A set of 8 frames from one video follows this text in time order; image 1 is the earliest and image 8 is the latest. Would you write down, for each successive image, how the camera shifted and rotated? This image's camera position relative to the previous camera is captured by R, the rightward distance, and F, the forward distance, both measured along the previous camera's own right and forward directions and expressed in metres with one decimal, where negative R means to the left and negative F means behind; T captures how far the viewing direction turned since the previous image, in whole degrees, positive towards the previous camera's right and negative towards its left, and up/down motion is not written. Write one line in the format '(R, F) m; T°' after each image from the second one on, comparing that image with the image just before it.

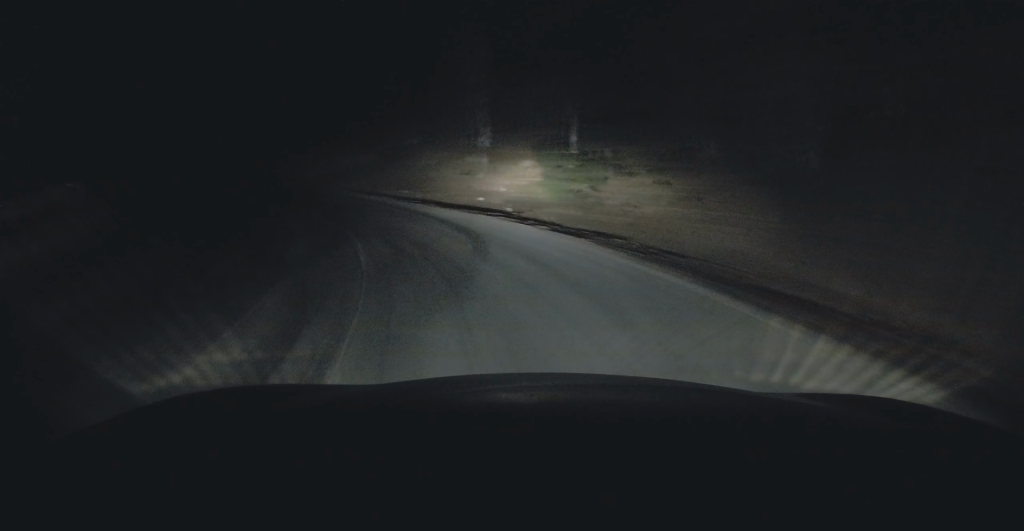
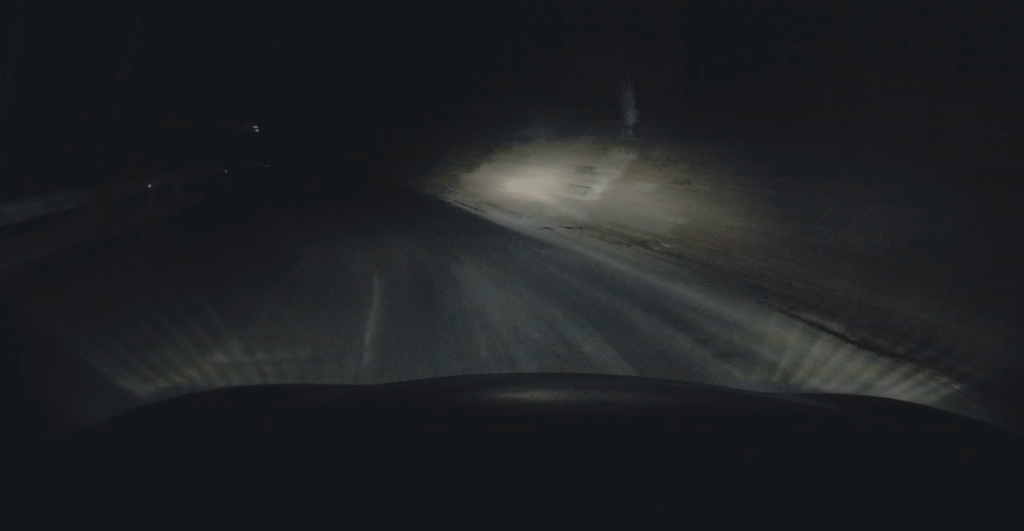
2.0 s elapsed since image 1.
(-3.7, +11.0) m; -27°
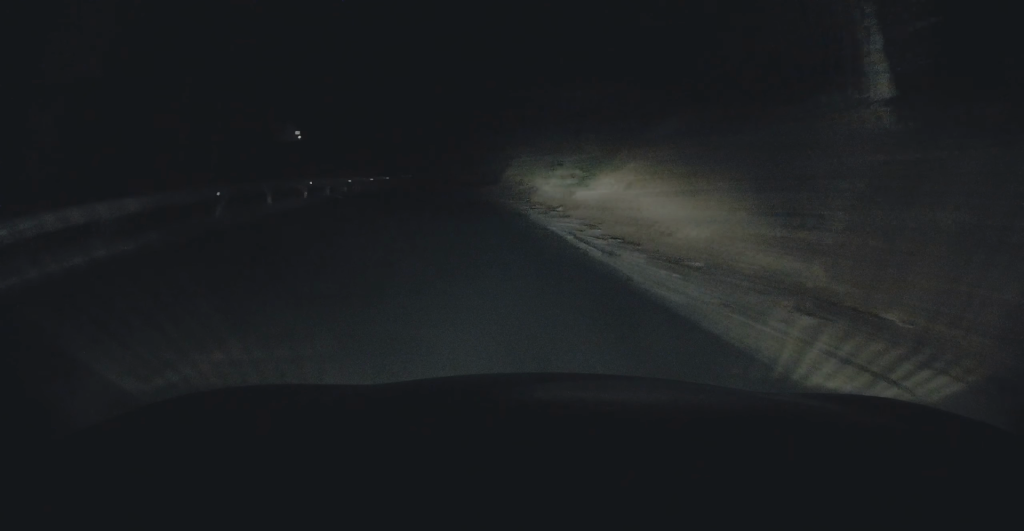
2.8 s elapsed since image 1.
(-0.2, +5.1) m; -4°
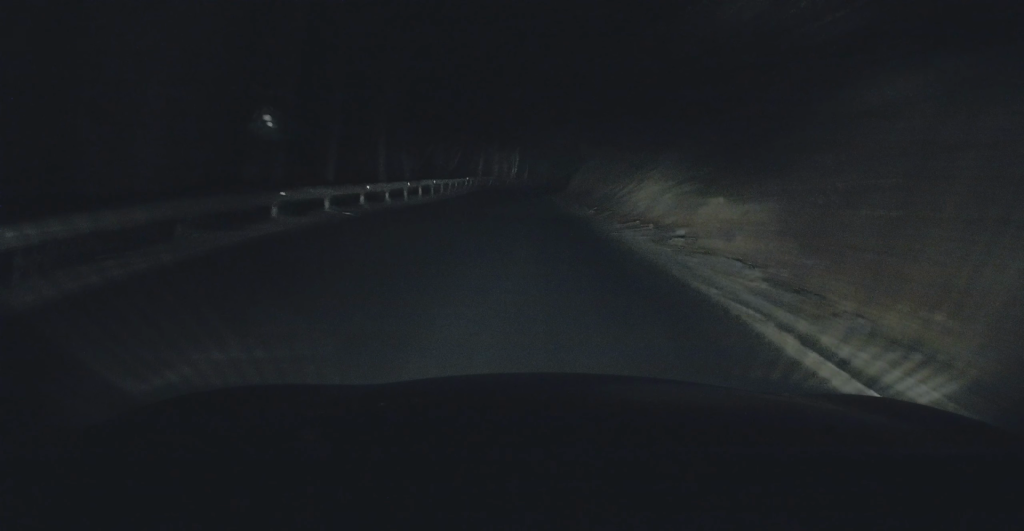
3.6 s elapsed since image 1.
(0.0, +6.1) m; -5°
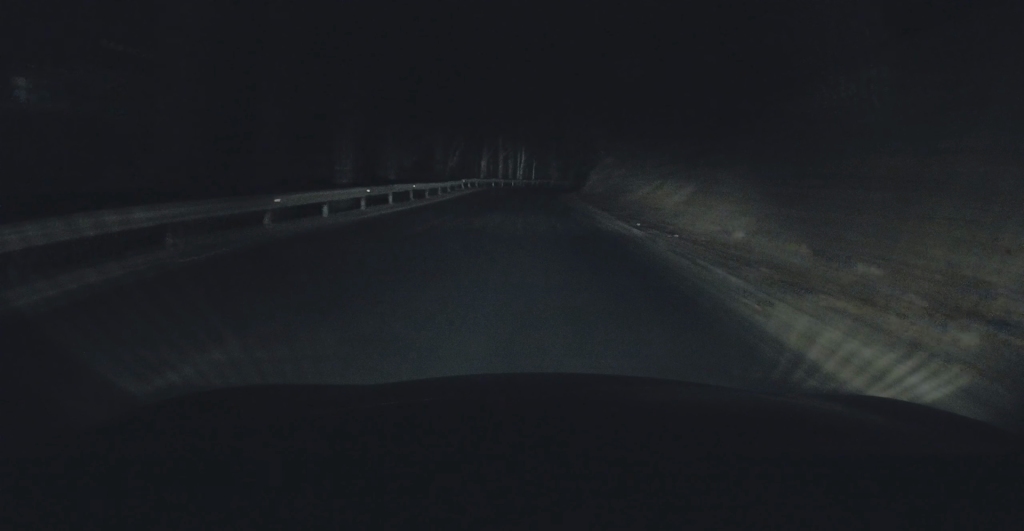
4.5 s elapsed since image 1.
(-0.6, +6.8) m; -7°
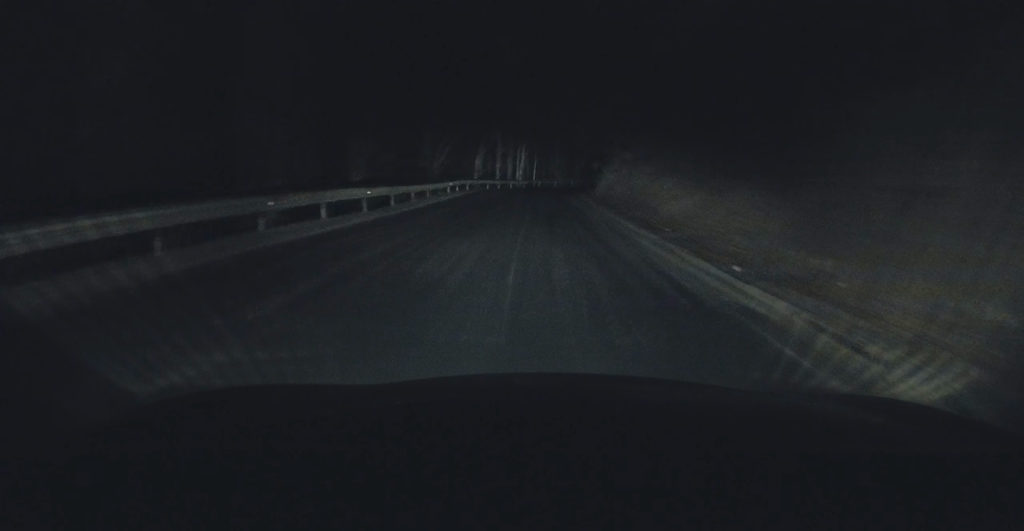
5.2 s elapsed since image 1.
(-0.3, +6.7) m; 0°
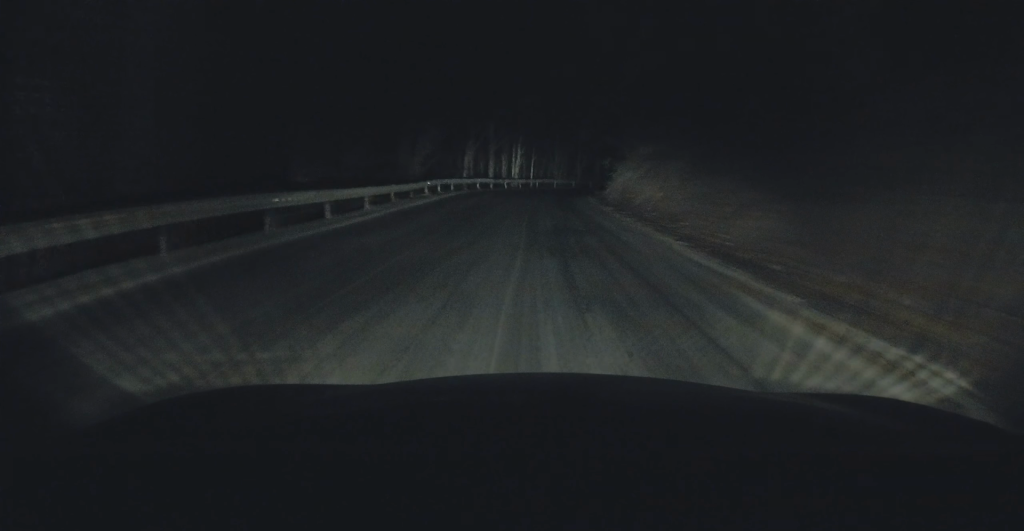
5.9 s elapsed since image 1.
(+0.1, +6.1) m; +1°
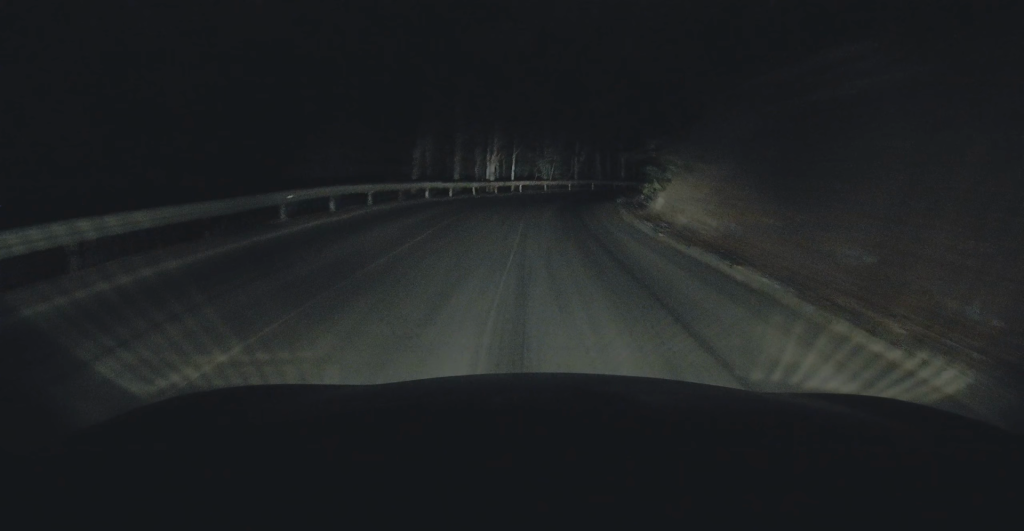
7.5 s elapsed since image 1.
(+0.4, +14.0) m; +5°
